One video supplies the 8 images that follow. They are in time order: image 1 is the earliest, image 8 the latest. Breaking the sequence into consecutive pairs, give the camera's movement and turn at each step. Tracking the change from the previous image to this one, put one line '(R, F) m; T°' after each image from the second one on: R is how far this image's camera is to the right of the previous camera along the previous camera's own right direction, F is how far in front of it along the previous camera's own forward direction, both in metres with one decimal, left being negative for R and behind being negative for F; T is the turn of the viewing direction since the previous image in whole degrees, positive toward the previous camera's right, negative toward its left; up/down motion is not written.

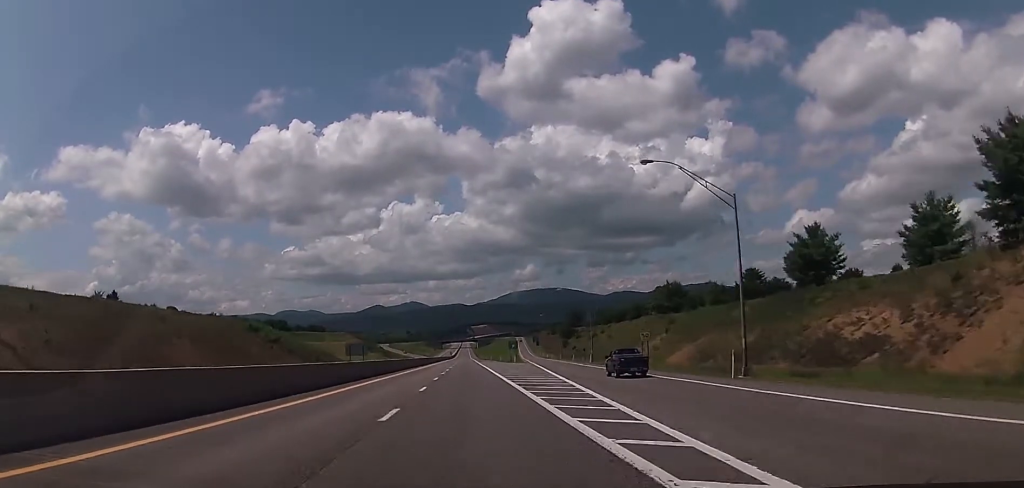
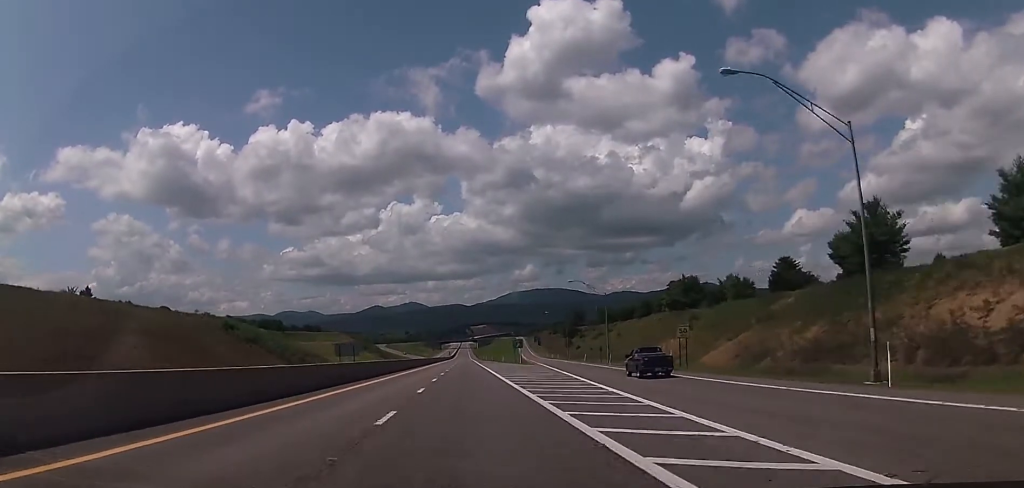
(0.0, +12.8) m; 0°
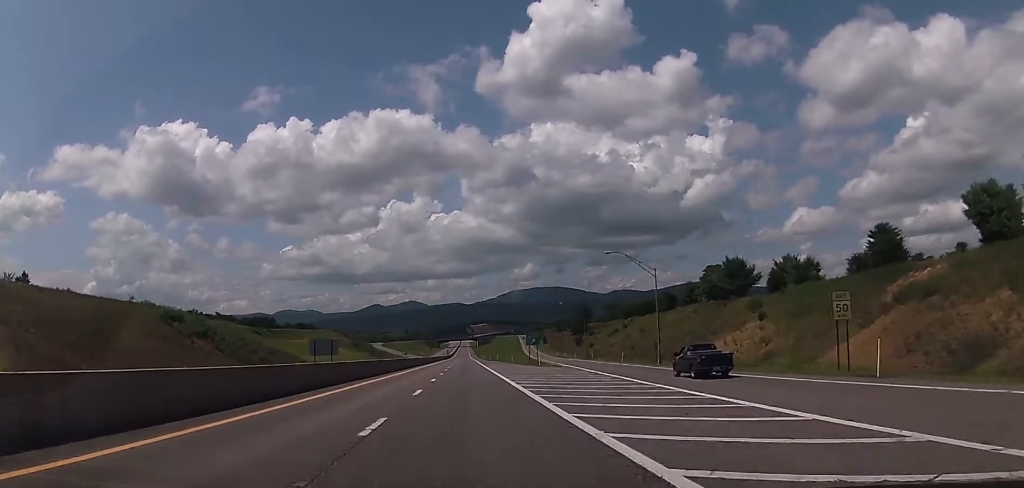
(-0.1, +26.1) m; 0°
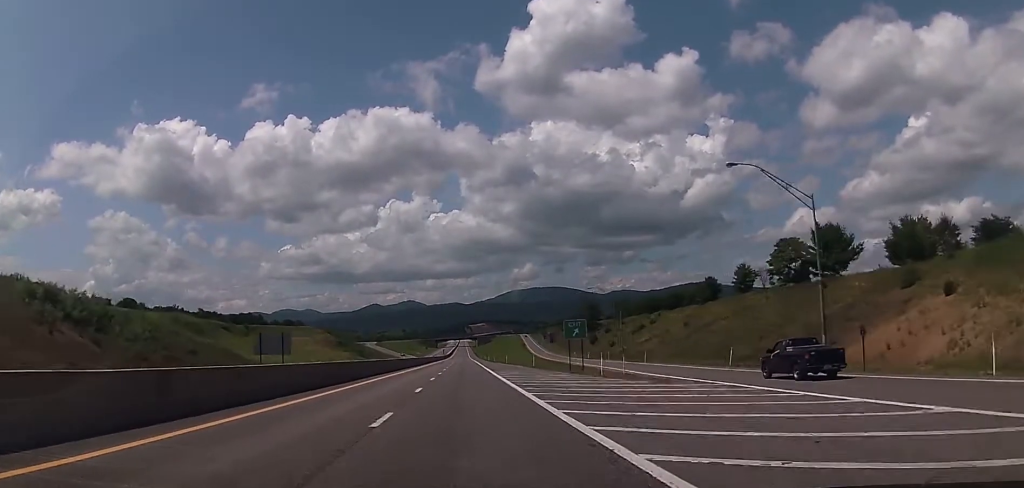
(0.0, +34.8) m; 0°
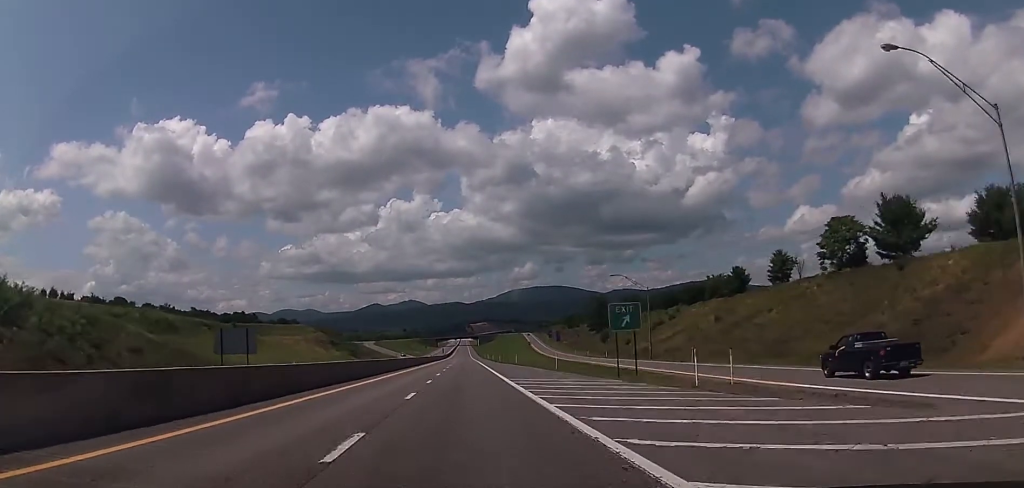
(0.0, +16.7) m; 0°
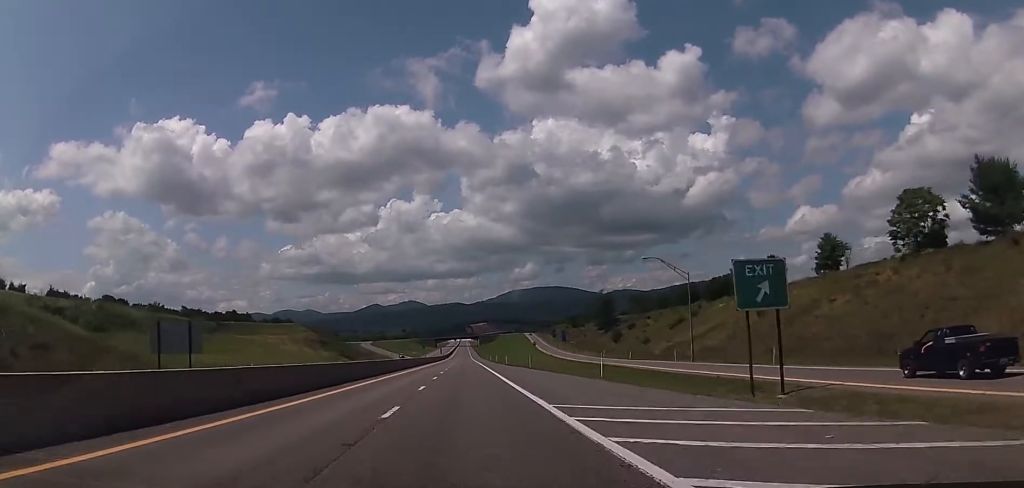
(-0.1, +17.8) m; 0°
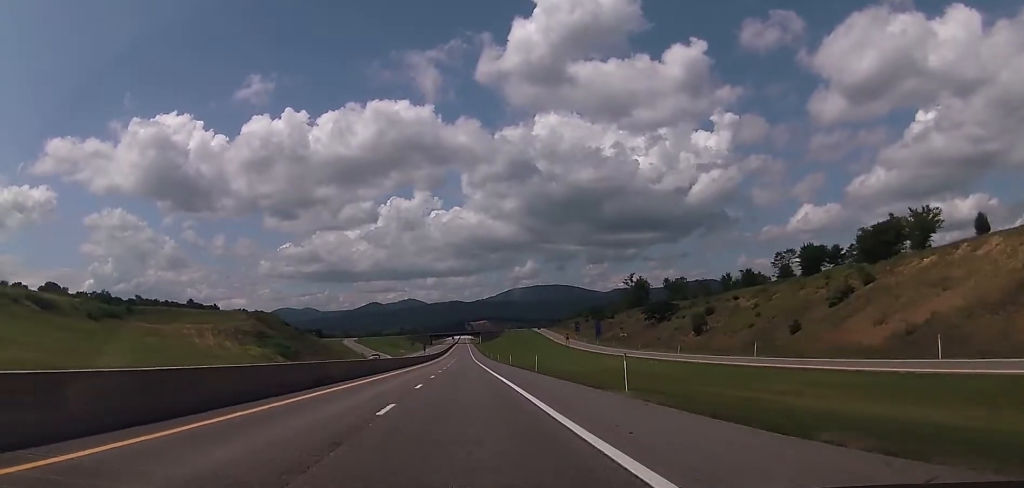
(-0.3, +73.4) m; 0°
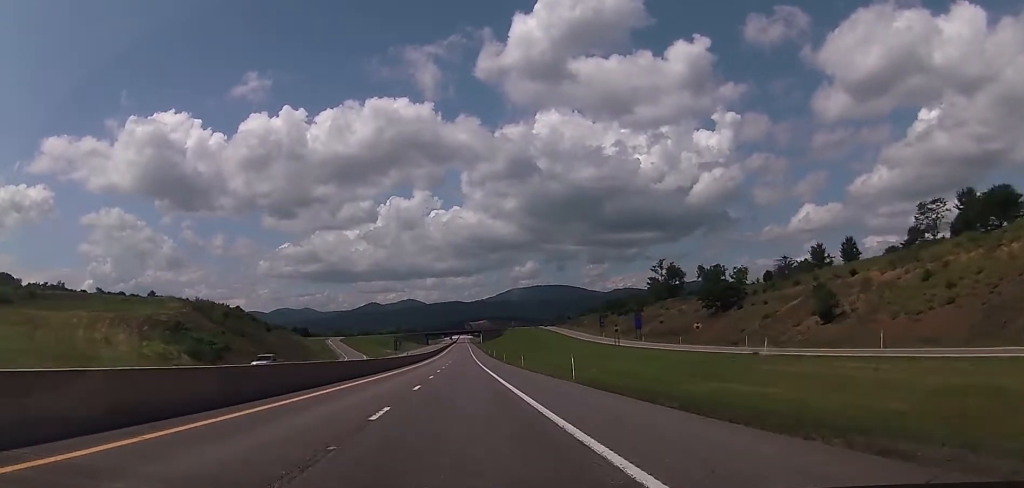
(0.0, +49.3) m; -1°
